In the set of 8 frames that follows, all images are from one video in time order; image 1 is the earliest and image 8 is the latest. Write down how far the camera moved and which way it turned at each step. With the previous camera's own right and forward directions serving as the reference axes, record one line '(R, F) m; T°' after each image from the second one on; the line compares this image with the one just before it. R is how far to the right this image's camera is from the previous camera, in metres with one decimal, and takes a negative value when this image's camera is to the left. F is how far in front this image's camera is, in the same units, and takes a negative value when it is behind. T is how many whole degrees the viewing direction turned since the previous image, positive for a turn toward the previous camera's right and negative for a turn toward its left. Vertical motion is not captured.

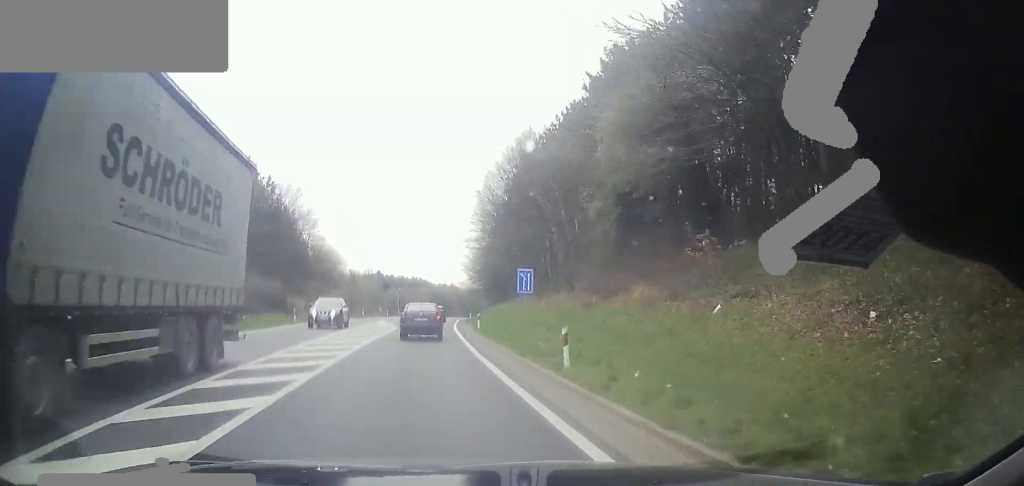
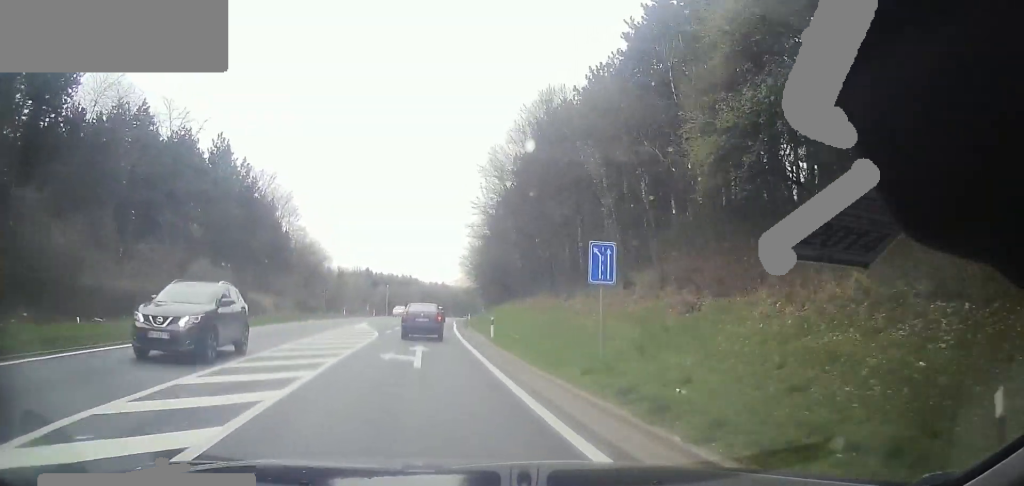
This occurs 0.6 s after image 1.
(+0.8, +10.5) m; 0°
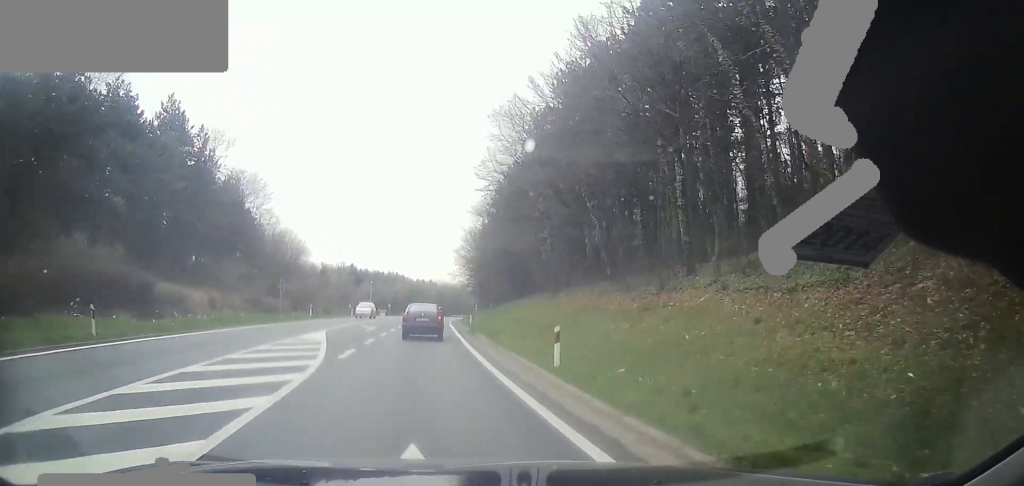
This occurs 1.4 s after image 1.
(-0.9, +14.0) m; 0°
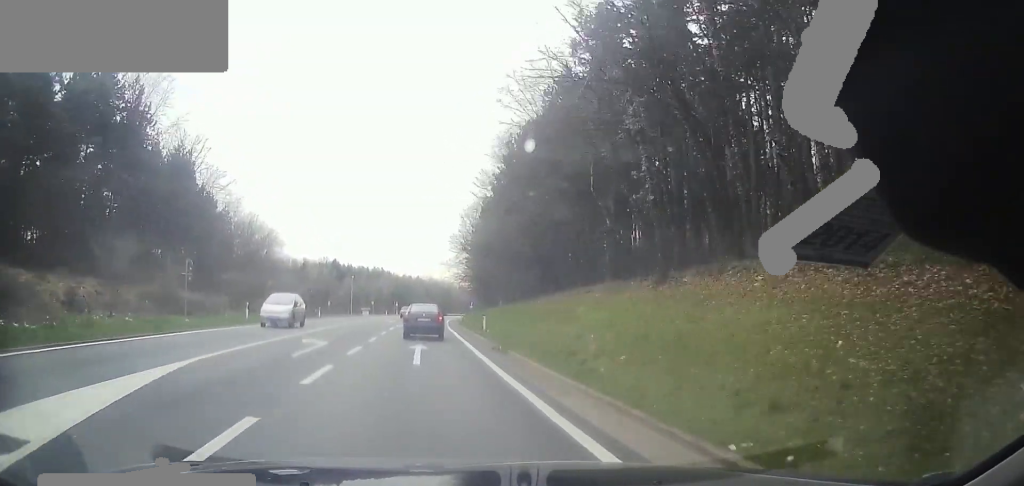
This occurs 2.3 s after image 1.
(+0.6, +15.5) m; +2°
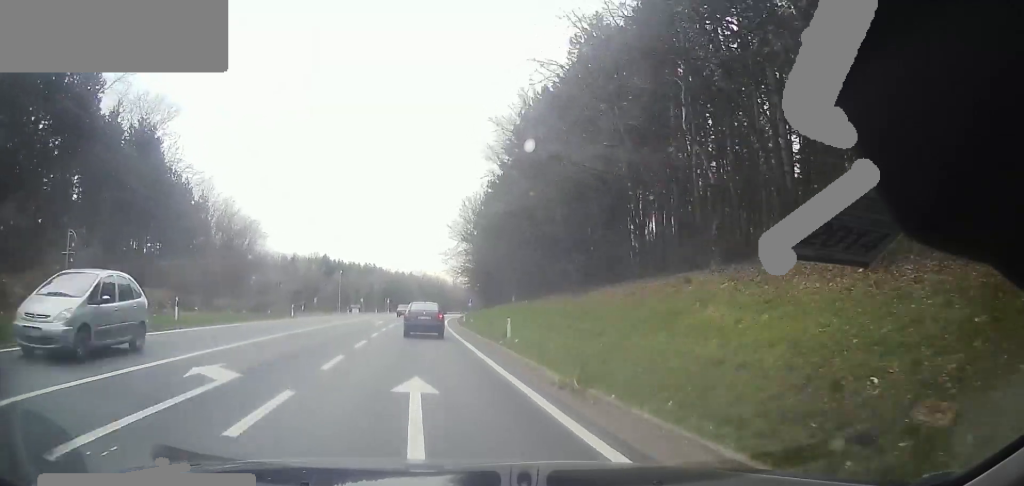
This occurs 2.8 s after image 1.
(+0.3, +10.0) m; +2°
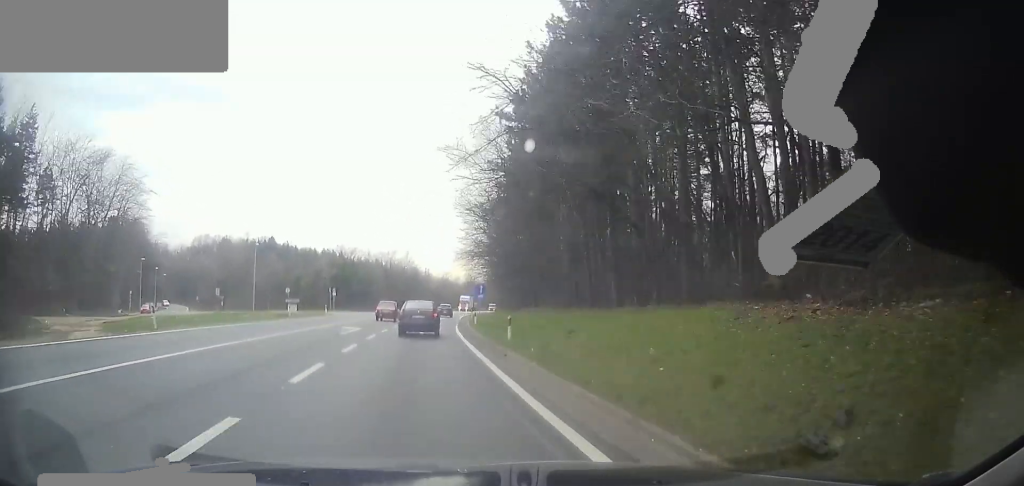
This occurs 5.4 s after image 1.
(+0.8, +49.0) m; +2°
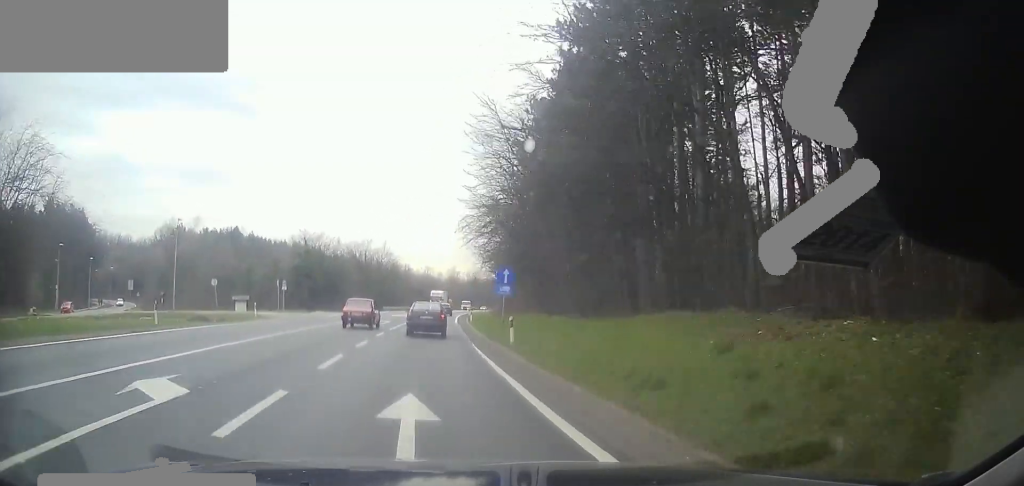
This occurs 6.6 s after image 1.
(+0.8, +21.8) m; +3°
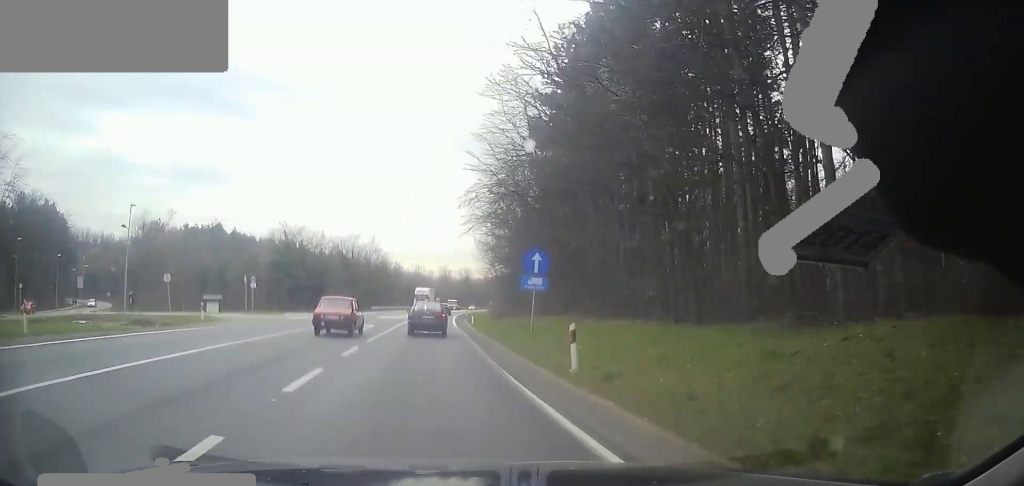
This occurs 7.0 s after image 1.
(0.0, +9.5) m; 0°
